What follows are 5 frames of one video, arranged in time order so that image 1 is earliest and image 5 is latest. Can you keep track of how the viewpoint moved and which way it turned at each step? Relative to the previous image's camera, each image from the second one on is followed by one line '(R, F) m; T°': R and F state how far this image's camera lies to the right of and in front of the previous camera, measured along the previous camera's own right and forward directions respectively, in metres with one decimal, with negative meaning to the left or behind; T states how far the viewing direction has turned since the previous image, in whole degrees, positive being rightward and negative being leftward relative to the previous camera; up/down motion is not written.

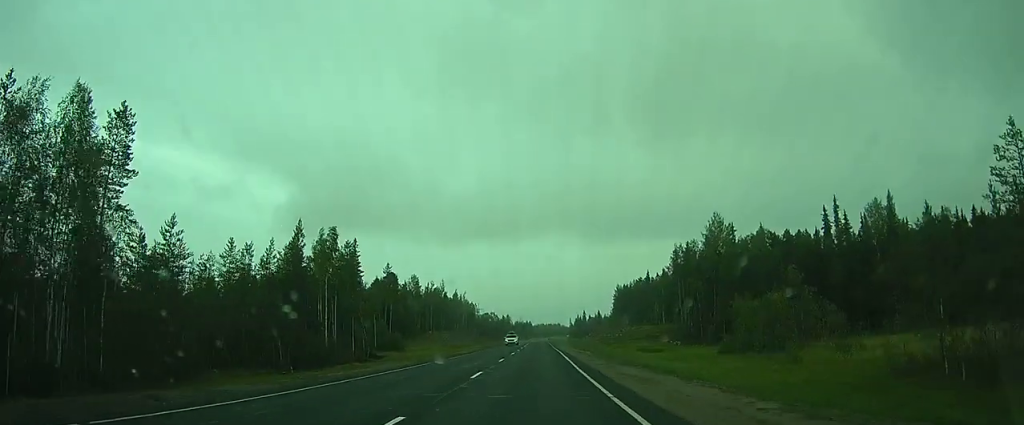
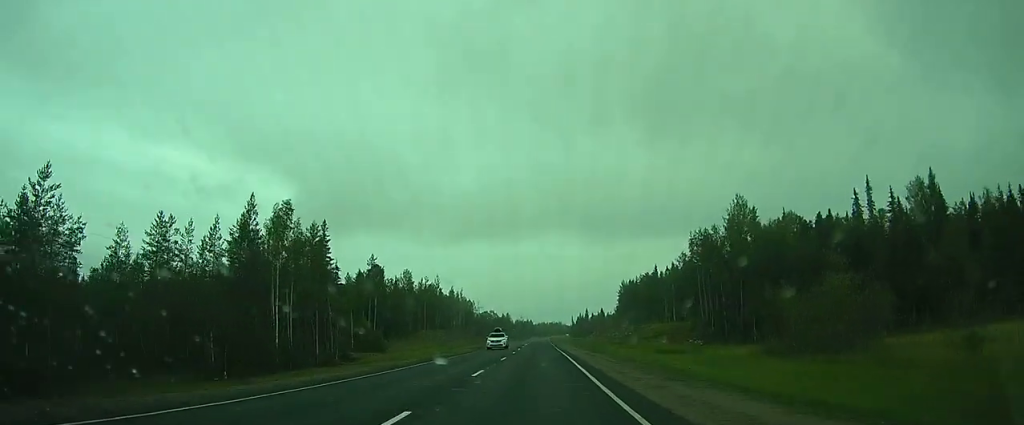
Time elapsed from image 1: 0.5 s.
(0.0, +11.1) m; 0°
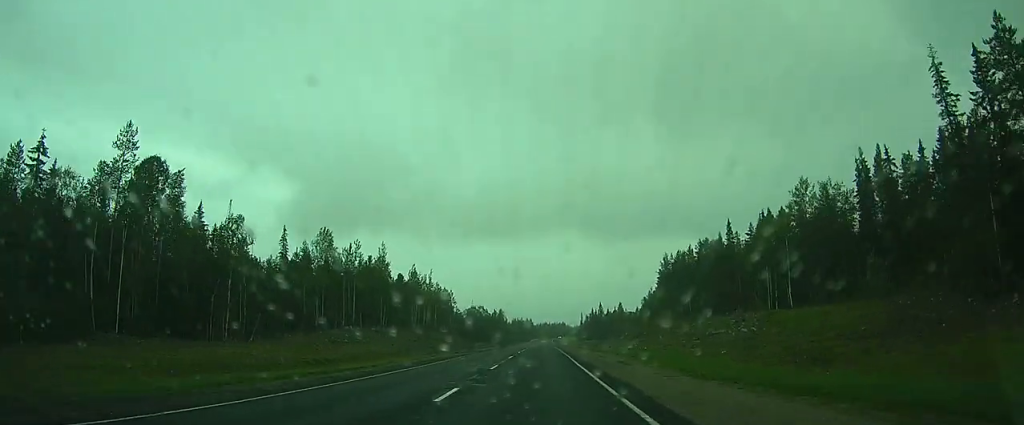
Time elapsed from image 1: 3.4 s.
(-0.8, +66.2) m; -1°
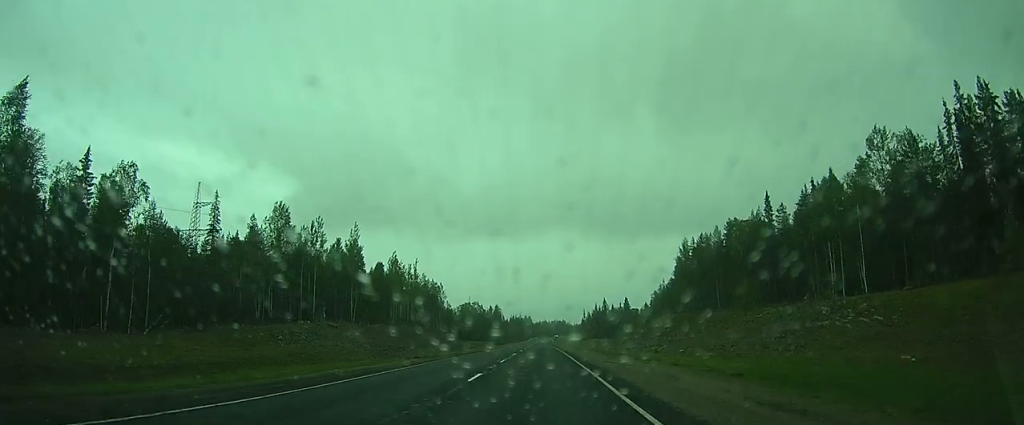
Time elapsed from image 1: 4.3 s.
(0.0, +19.1) m; -1°
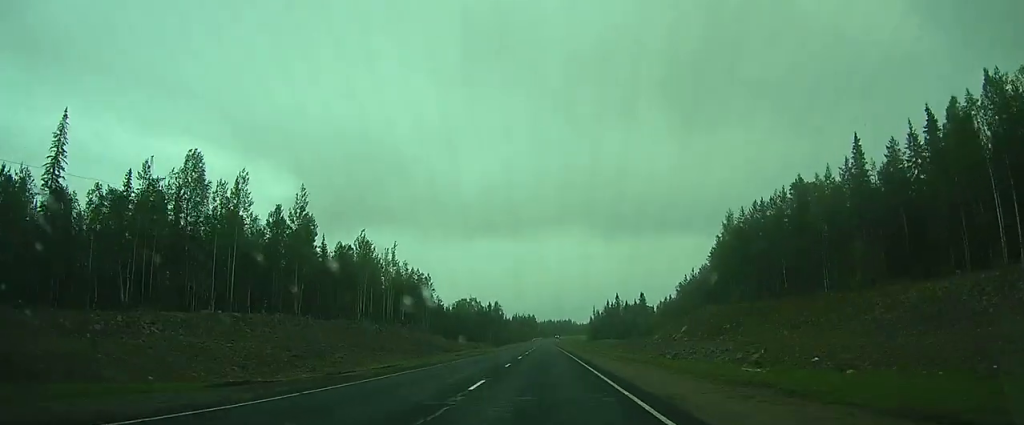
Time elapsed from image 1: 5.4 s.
(-0.3, +26.0) m; -1°
